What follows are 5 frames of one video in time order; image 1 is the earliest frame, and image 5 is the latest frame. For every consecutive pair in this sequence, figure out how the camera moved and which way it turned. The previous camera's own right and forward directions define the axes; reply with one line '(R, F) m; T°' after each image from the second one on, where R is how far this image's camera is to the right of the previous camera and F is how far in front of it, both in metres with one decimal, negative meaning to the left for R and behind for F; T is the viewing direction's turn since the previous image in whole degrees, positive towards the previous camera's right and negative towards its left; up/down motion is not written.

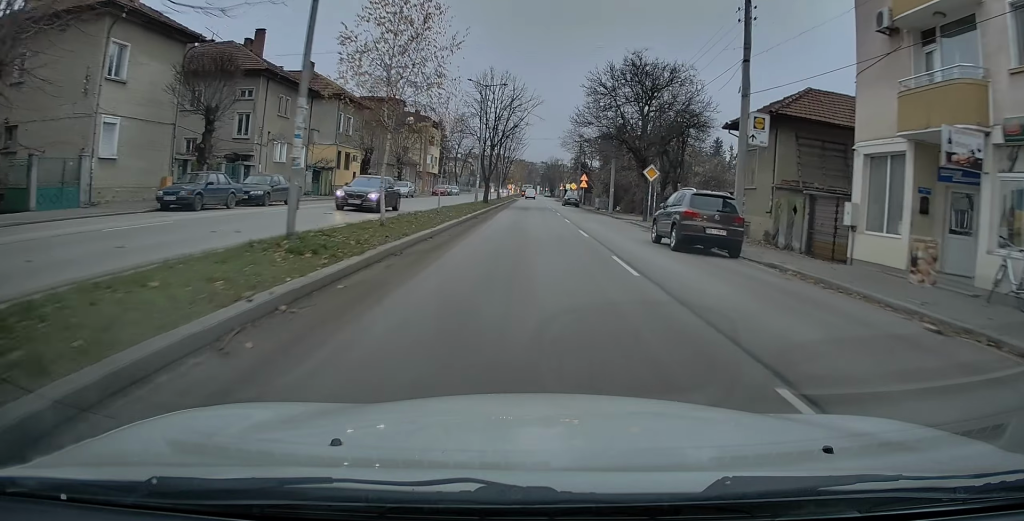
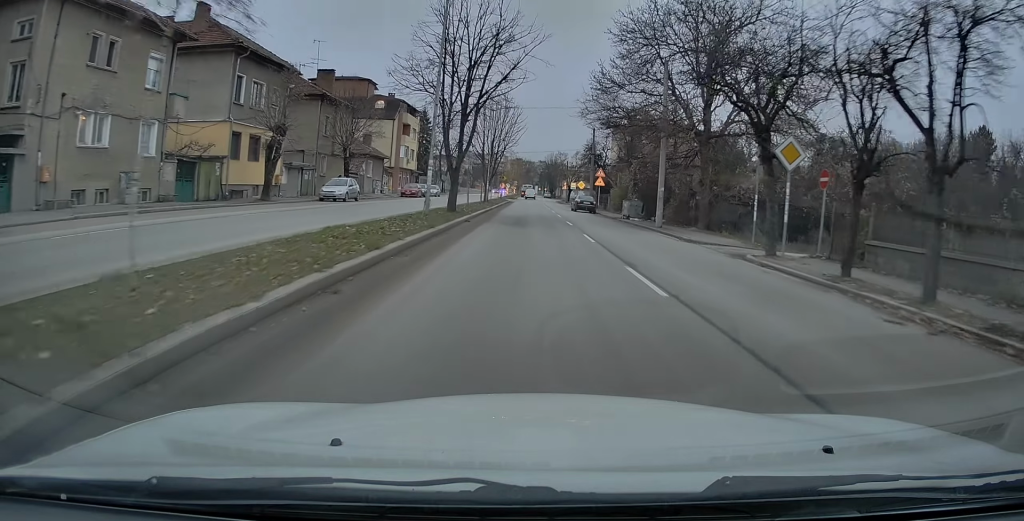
(+0.1, +19.9) m; 0°
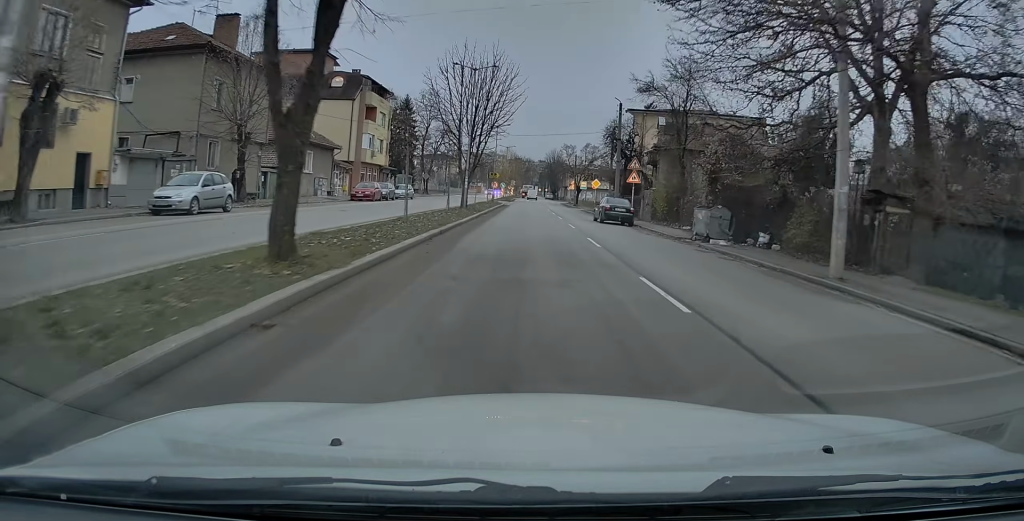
(+0.1, +18.6) m; 0°
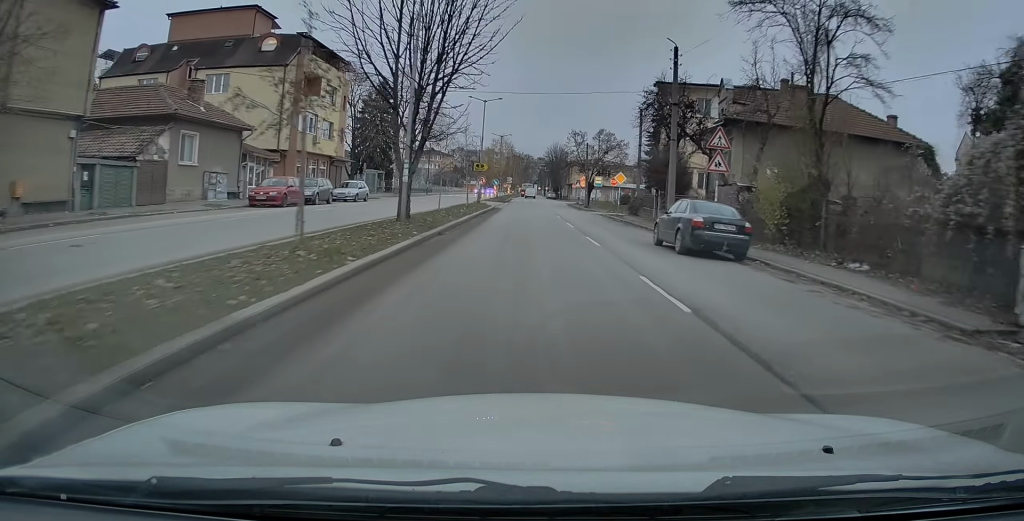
(-0.2, +17.2) m; 0°
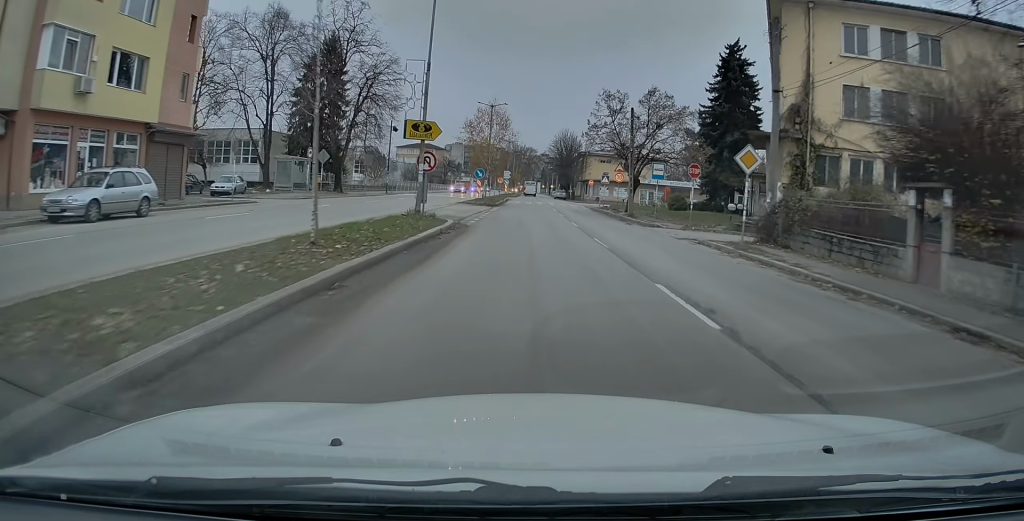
(0.0, +26.7) m; 0°
